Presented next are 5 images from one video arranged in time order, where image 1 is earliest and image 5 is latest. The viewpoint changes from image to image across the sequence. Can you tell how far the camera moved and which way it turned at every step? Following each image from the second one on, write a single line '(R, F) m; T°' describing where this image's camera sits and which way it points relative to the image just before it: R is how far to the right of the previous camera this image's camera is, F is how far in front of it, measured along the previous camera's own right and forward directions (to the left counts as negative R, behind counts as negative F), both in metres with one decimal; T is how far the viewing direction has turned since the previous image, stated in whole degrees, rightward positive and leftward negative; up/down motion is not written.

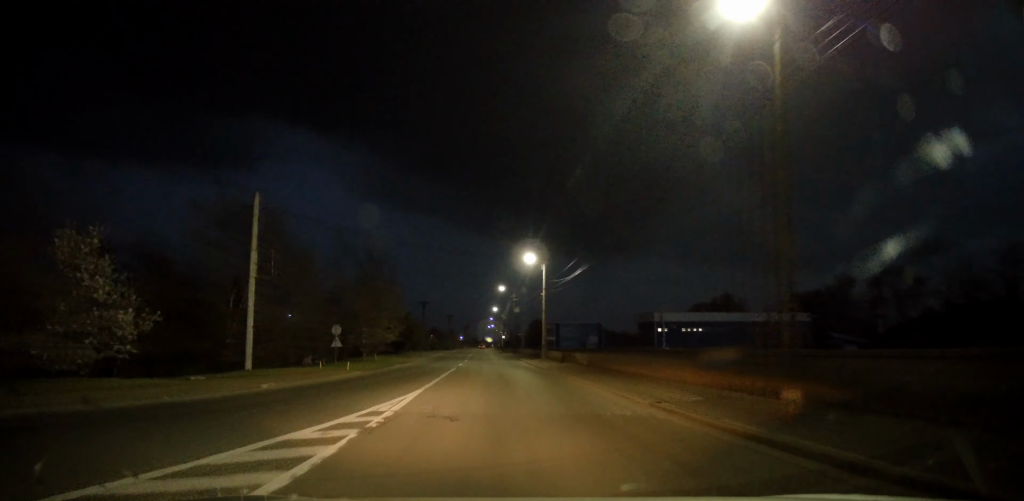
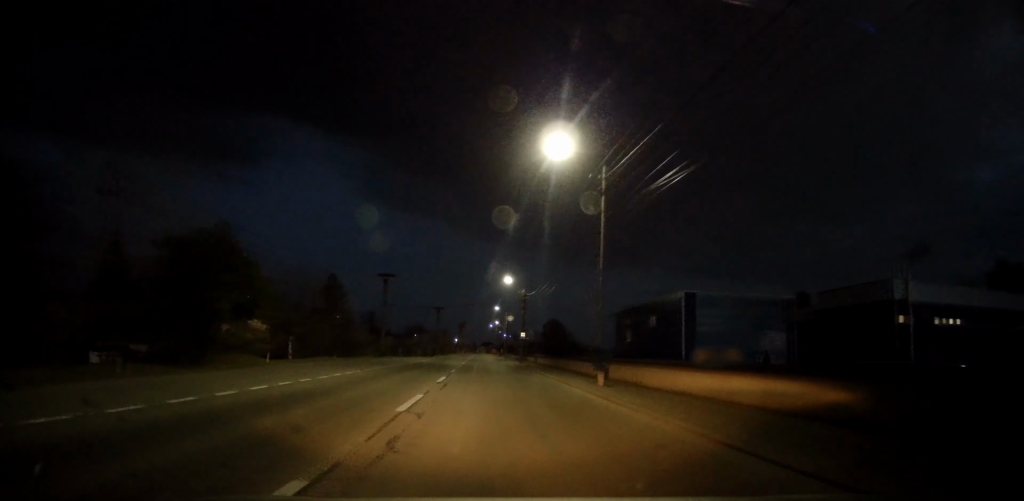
(-1.1, +52.2) m; -1°
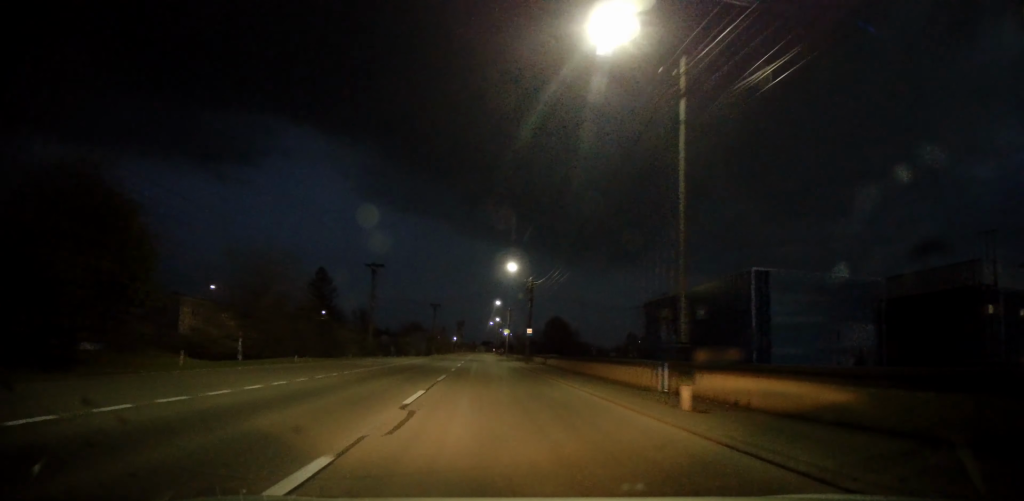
(+0.1, +8.2) m; 0°
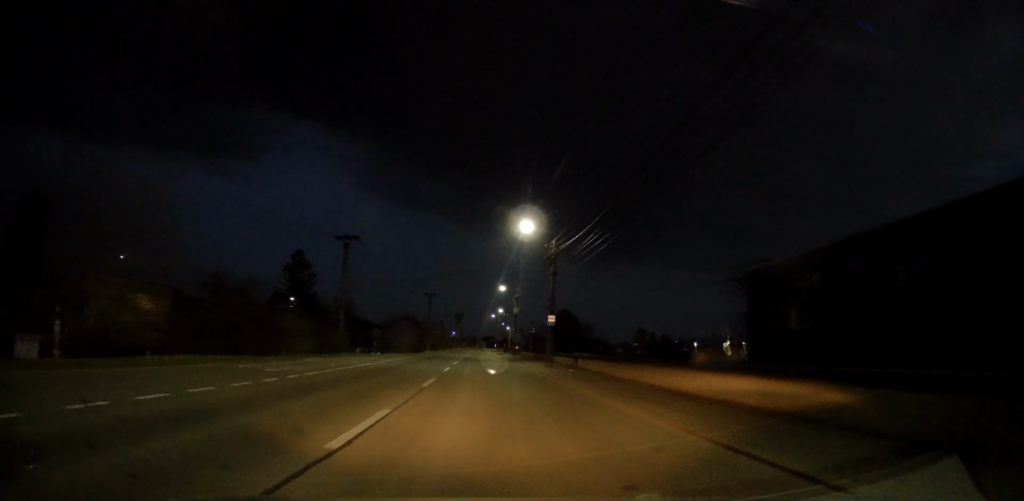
(+0.1, +14.6) m; -1°
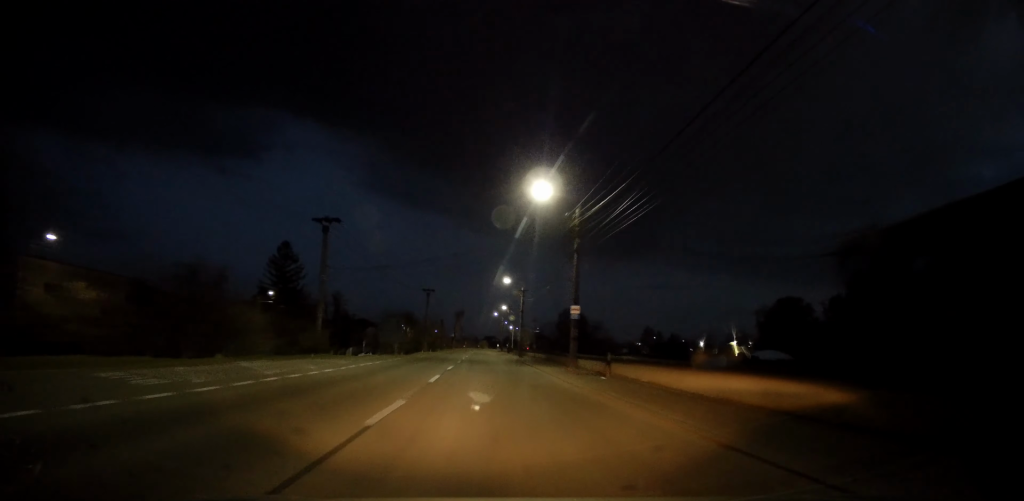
(+0.1, +7.9) m; -1°
